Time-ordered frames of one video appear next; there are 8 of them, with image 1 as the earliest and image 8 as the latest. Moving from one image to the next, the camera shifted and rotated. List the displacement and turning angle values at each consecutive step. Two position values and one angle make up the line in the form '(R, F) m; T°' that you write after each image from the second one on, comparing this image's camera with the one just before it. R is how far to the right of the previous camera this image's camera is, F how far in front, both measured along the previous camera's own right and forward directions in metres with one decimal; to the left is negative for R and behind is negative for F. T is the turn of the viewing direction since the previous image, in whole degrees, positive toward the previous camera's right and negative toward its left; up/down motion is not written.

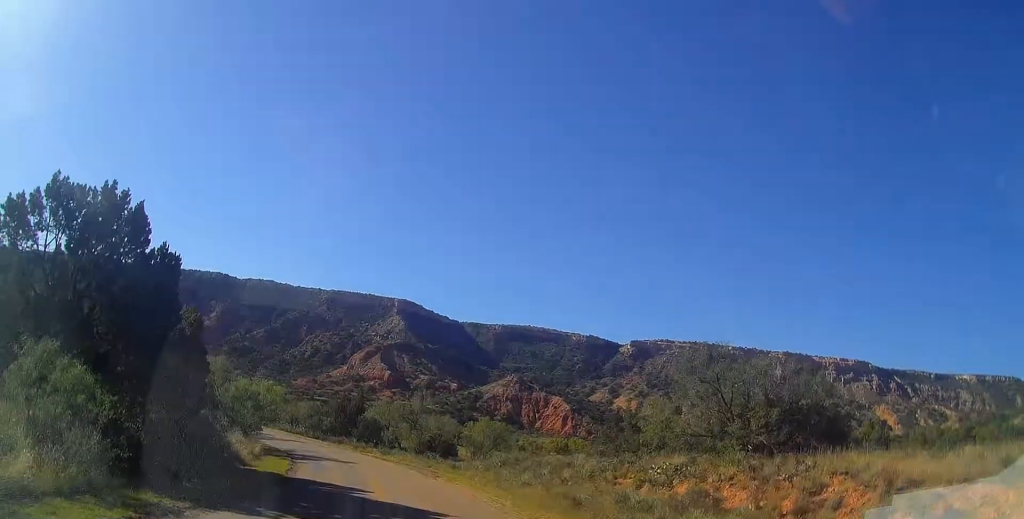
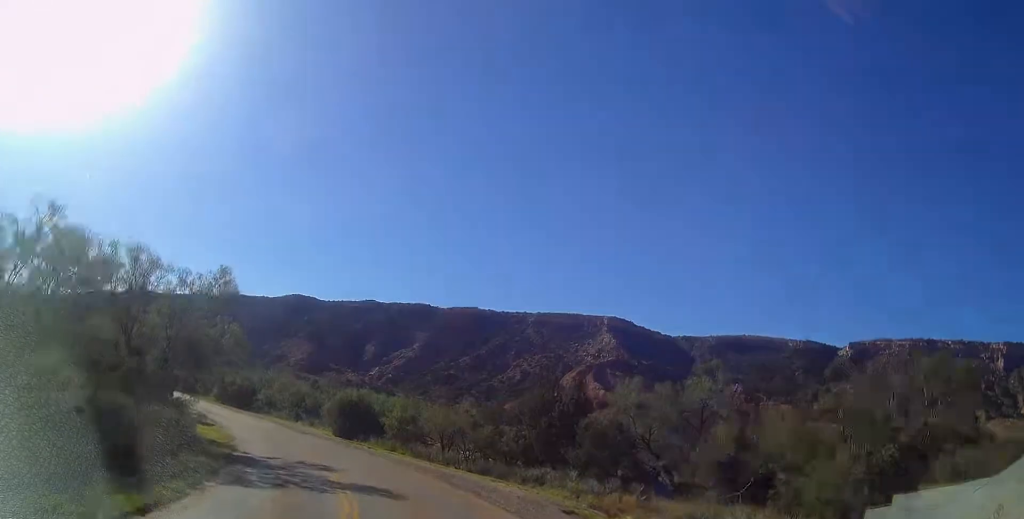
(-5.9, +39.0) m; -20°
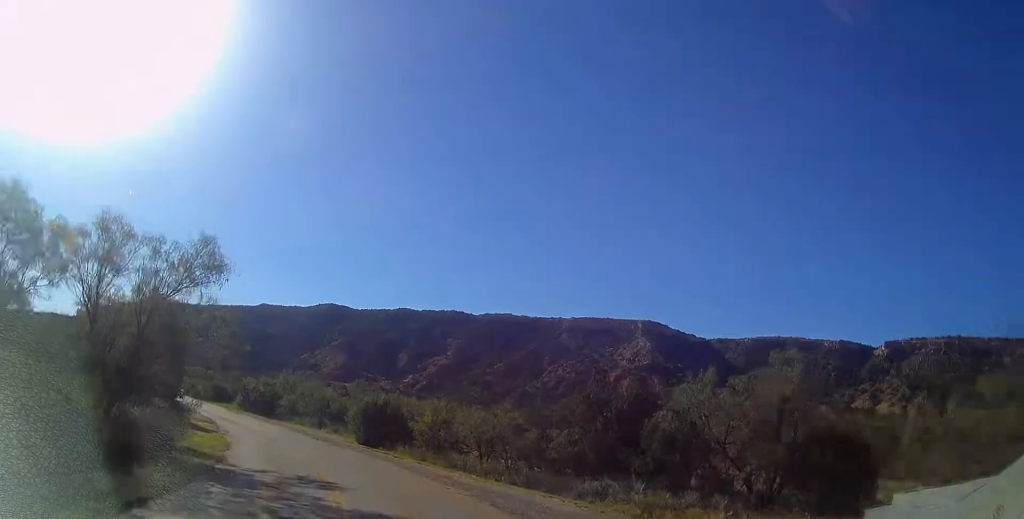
(-0.2, +5.3) m; -4°
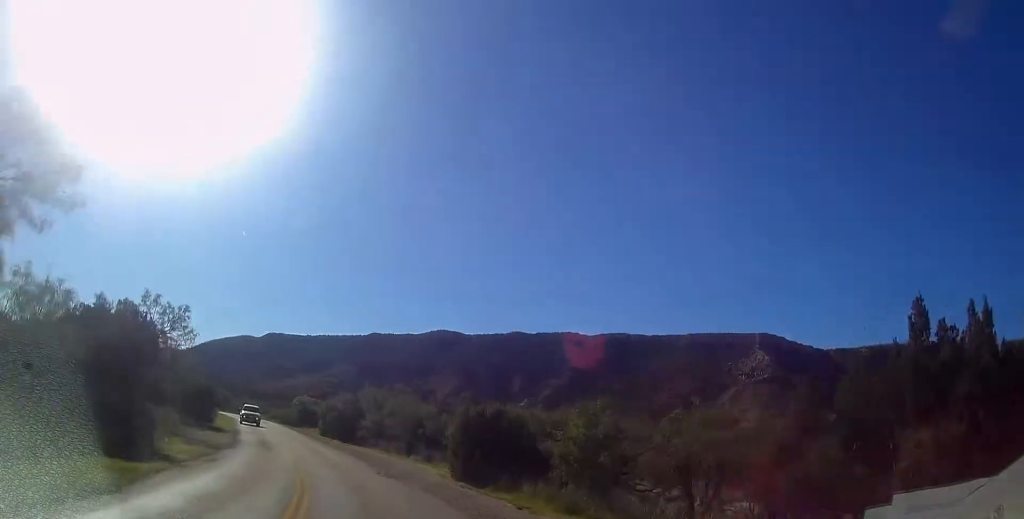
(-1.9, +15.9) m; -11°
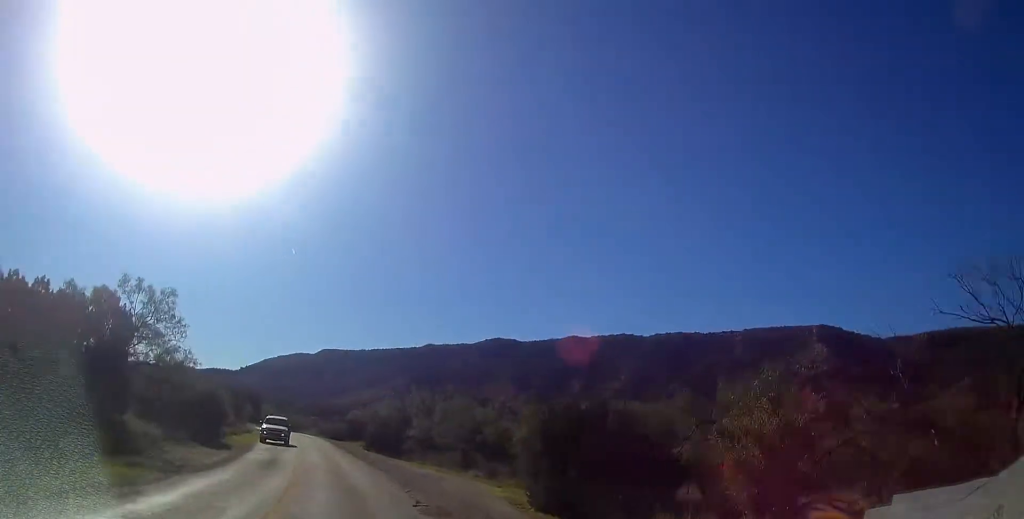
(-0.4, +8.7) m; -5°
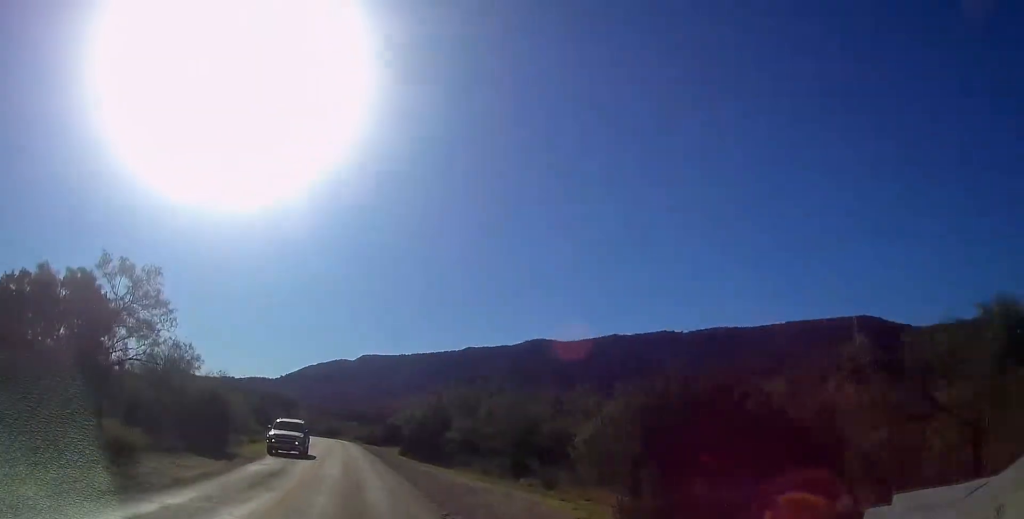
(+0.2, +5.4) m; -3°
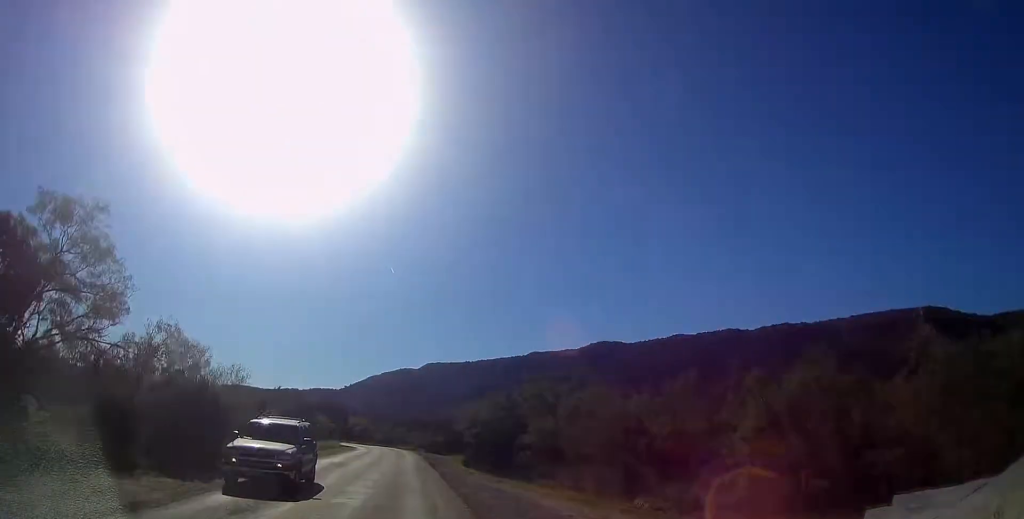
(-0.6, +8.6) m; -5°
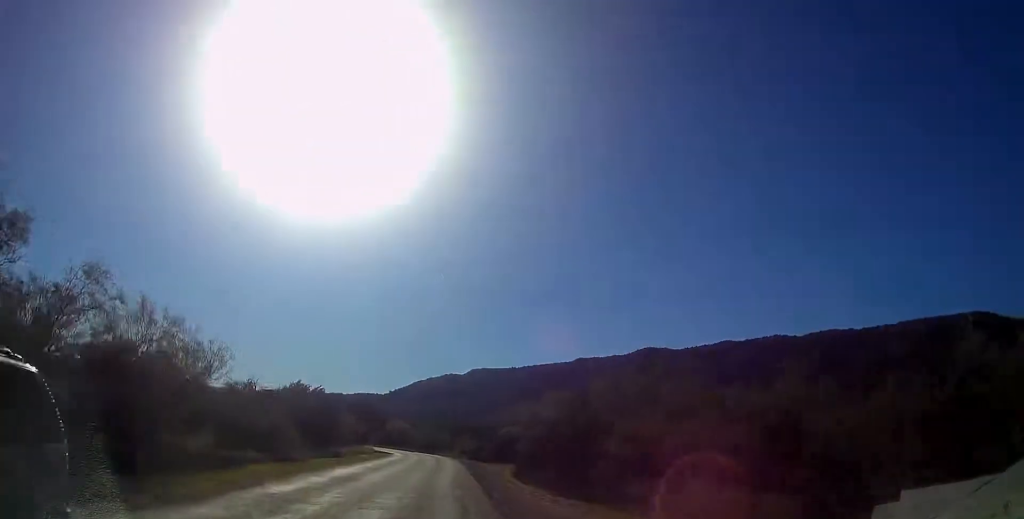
(-0.5, +8.3) m; -4°
